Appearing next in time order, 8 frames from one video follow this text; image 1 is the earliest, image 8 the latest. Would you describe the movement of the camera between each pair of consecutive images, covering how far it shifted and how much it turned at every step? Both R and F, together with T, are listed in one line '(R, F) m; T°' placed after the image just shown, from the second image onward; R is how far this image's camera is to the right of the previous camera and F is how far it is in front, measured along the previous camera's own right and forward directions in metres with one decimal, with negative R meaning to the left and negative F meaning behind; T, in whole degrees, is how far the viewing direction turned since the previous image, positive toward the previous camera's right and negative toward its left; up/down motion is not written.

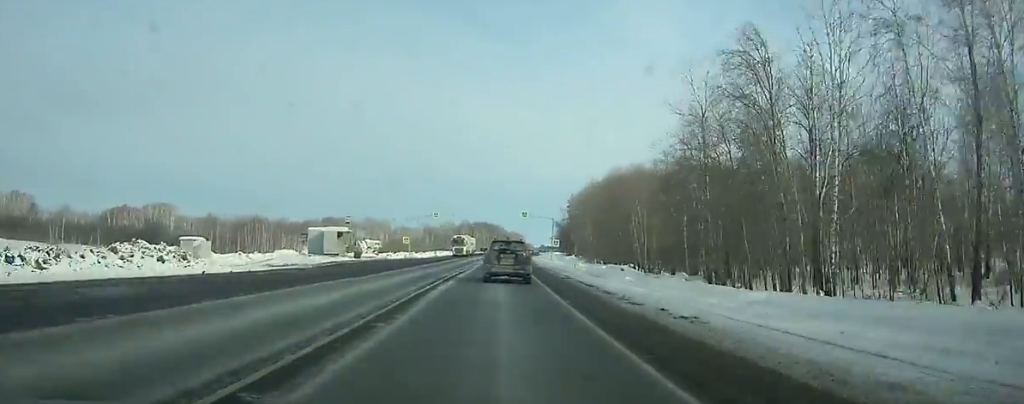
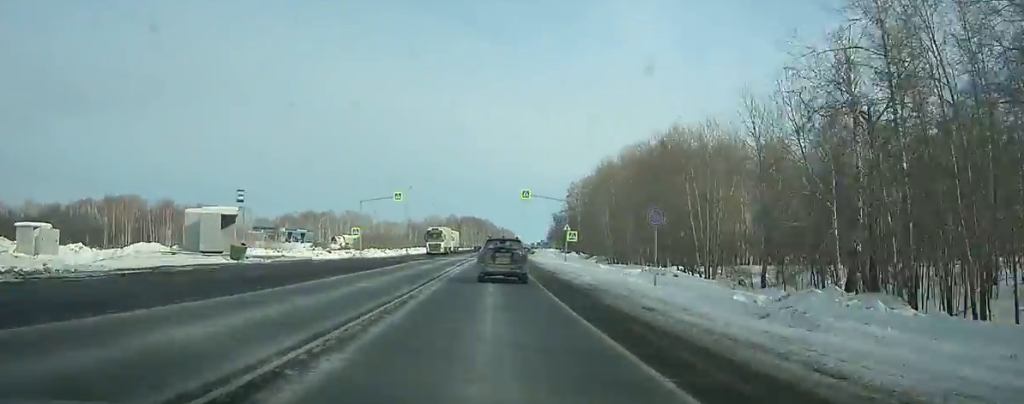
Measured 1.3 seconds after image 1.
(0.0, +28.4) m; +1°
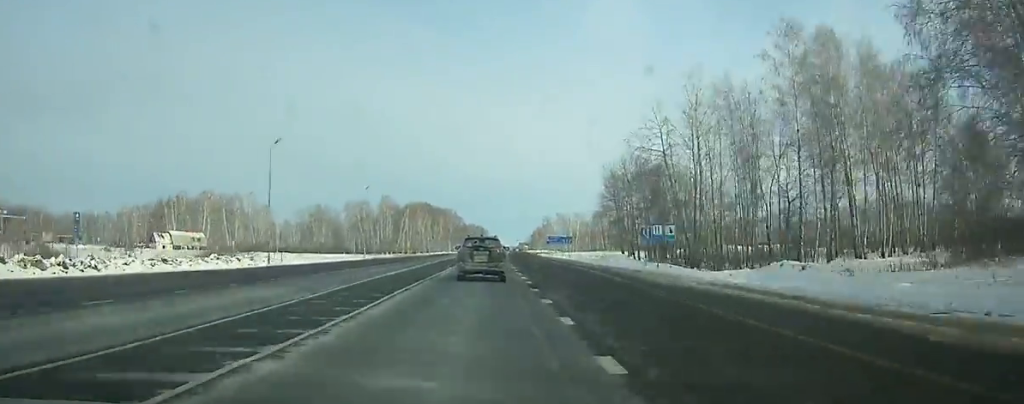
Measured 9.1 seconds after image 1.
(+4.5, +168.8) m; +3°
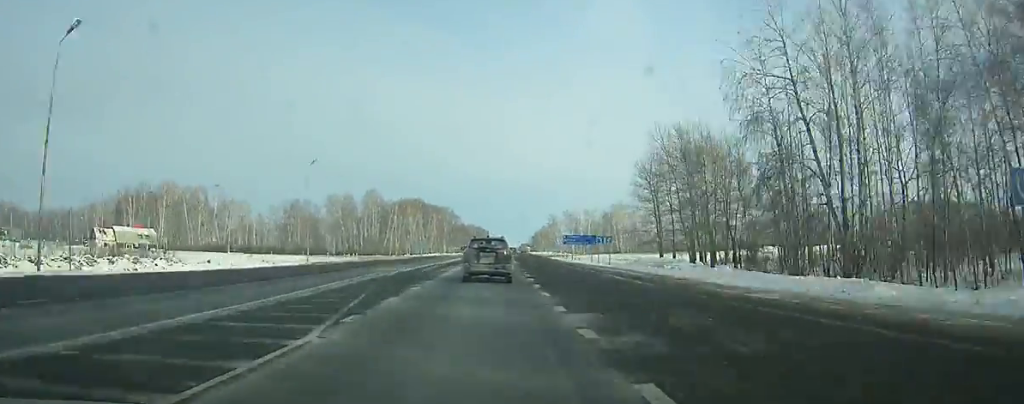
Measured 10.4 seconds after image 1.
(-0.1, +28.3) m; 0°
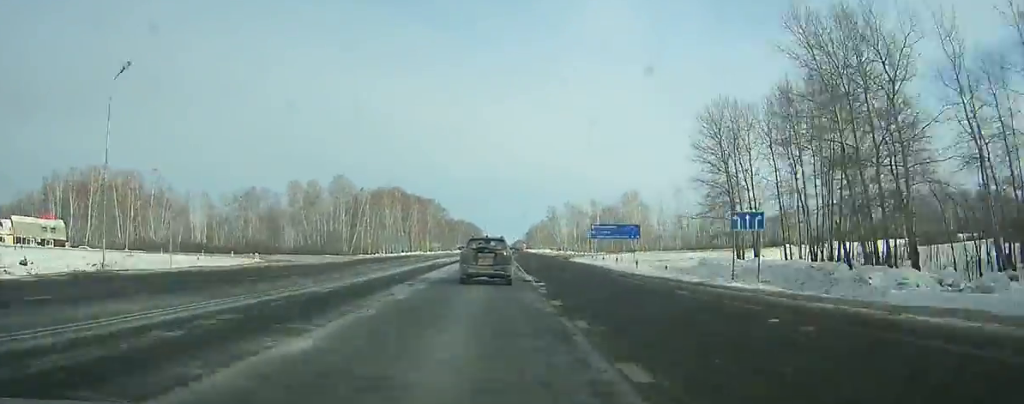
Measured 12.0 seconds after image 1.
(+0.2, +34.8) m; 0°
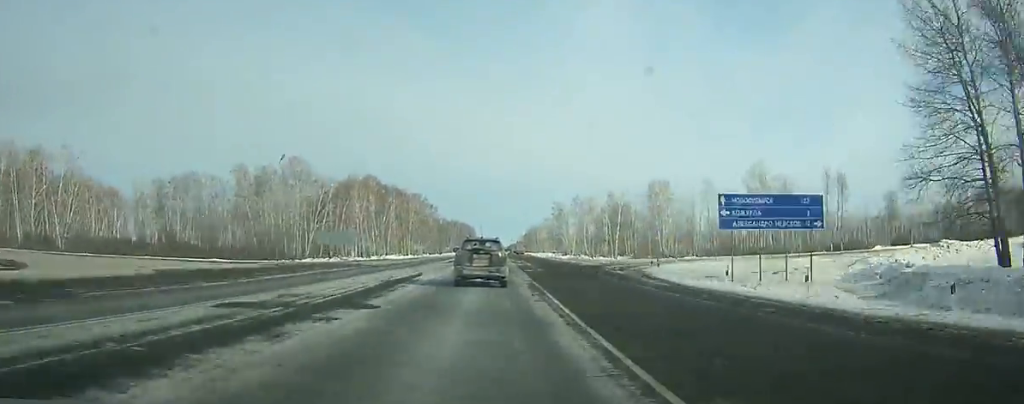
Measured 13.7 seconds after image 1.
(+0.1, +37.1) m; 0°
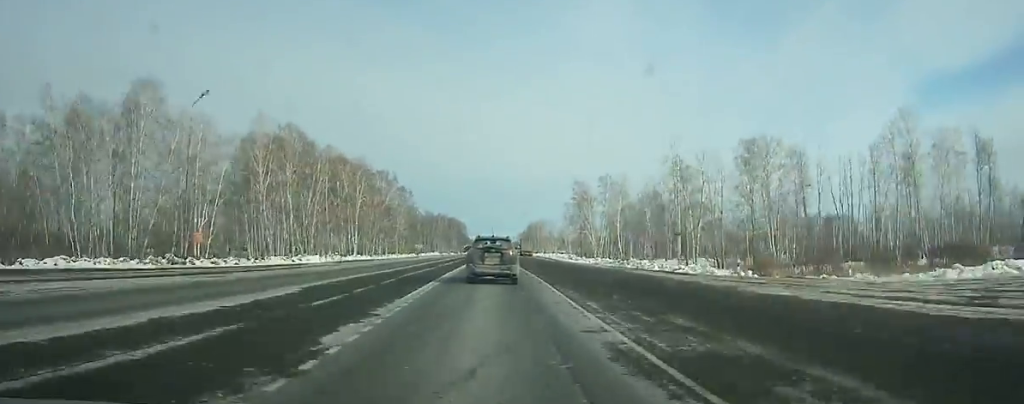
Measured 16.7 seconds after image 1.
(+0.3, +65.3) m; 0°
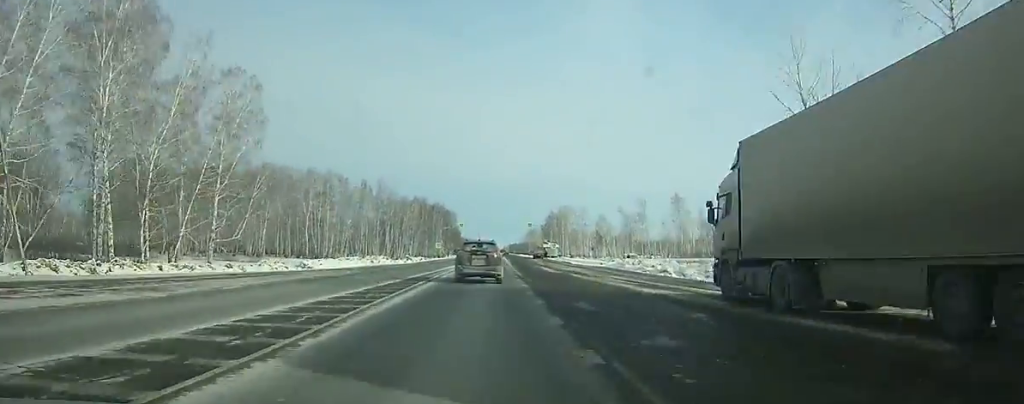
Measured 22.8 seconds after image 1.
(+0.1, +132.9) m; 0°
